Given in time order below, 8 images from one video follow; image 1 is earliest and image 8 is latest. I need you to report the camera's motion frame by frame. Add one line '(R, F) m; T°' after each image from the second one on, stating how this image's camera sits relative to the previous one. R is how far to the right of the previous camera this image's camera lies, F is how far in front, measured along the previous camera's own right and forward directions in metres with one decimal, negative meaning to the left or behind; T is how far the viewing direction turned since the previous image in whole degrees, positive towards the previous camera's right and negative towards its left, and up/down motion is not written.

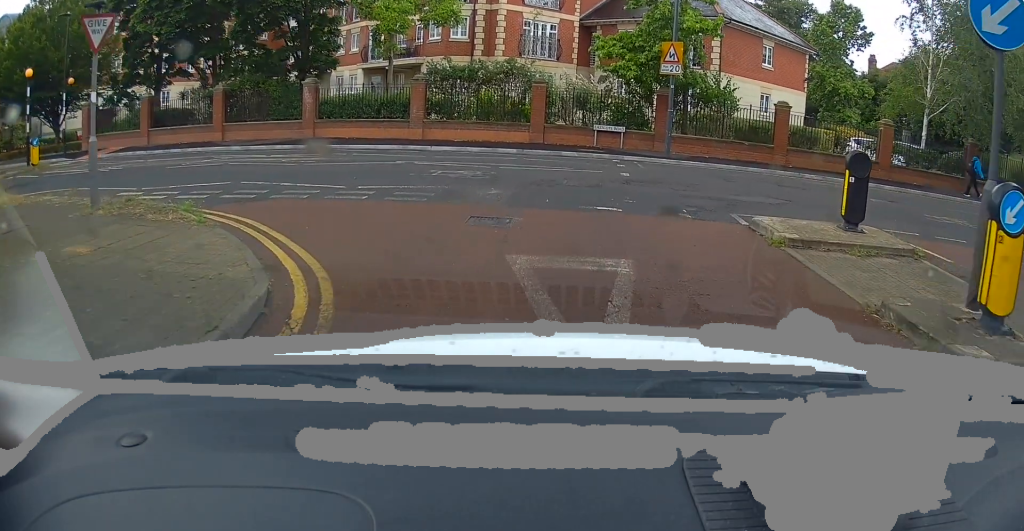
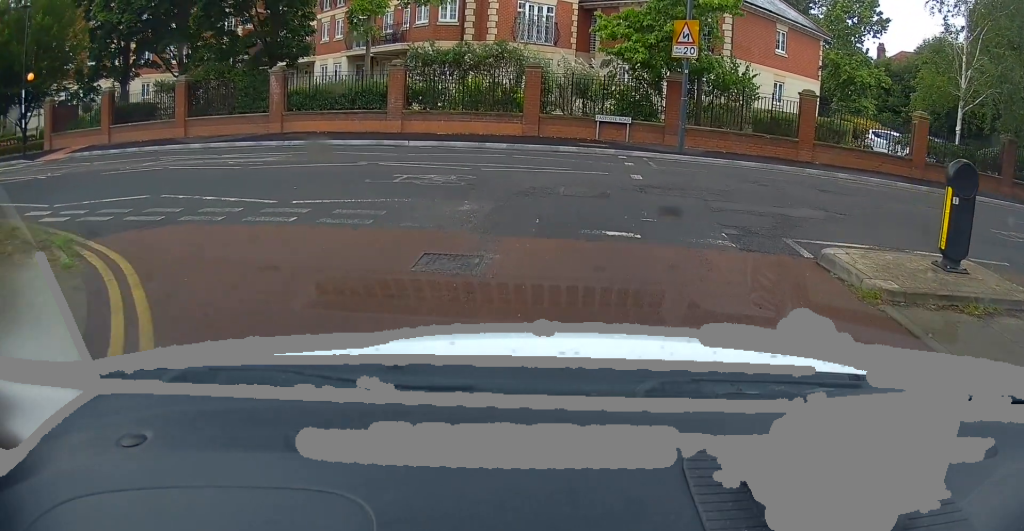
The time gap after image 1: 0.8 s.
(0.0, +2.3) m; +1°
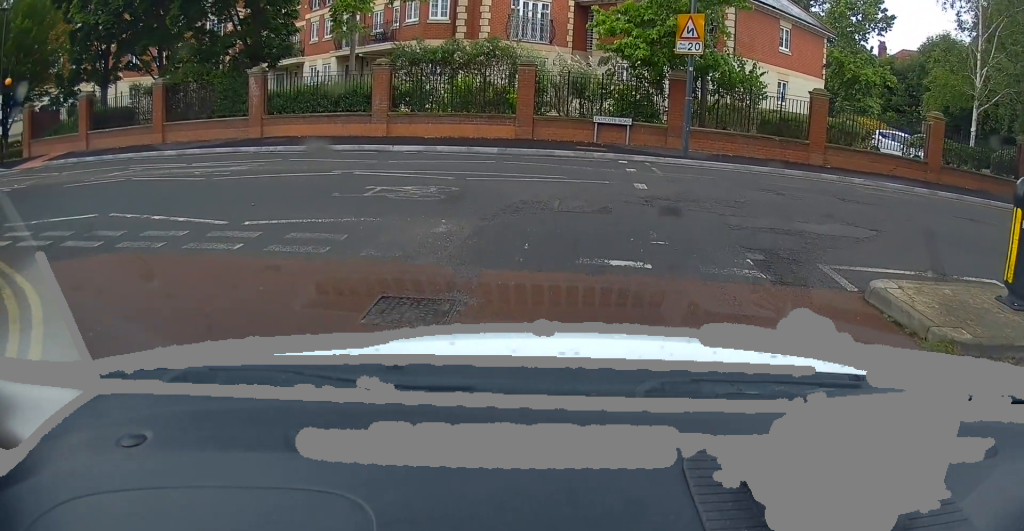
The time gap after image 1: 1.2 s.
(-0.1, +1.1) m; +1°
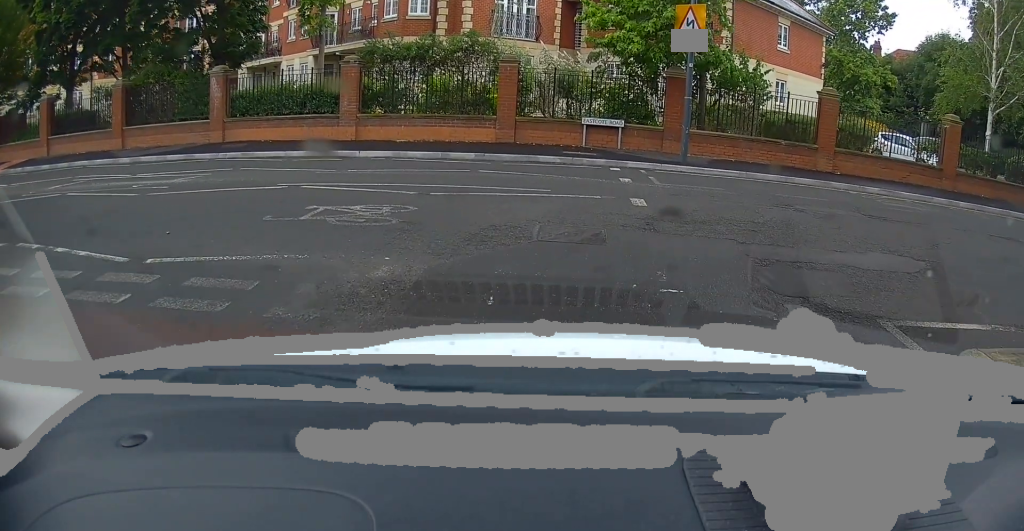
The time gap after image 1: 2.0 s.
(+0.1, +1.6) m; +4°
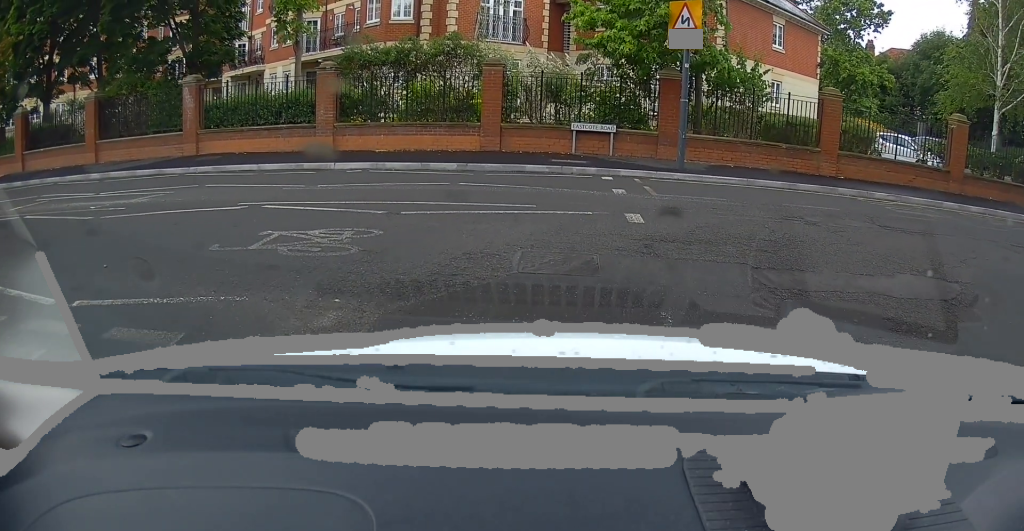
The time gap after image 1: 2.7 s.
(0.0, +0.8) m; +1°
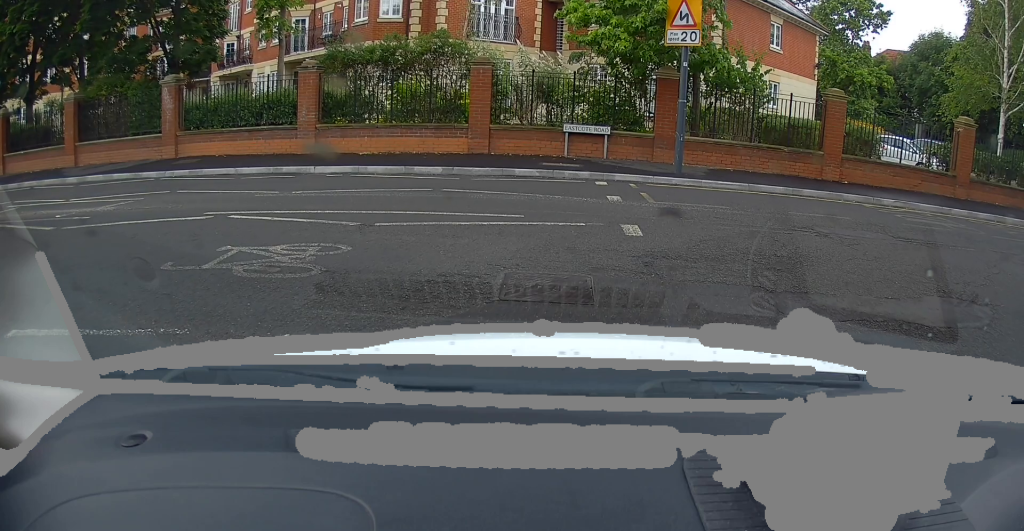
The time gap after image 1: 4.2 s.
(-0.2, +0.2) m; 0°
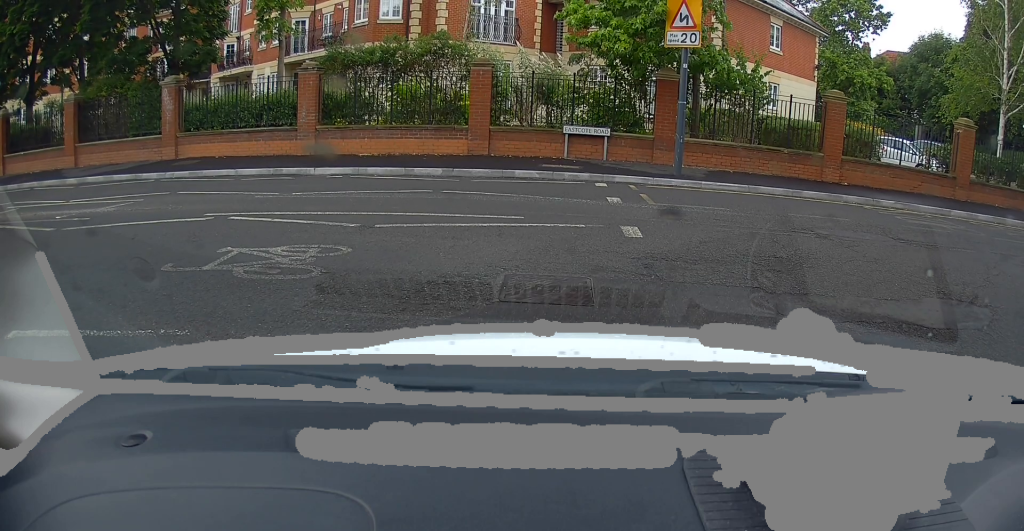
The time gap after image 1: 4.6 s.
(0.0, 0.0) m; 0°
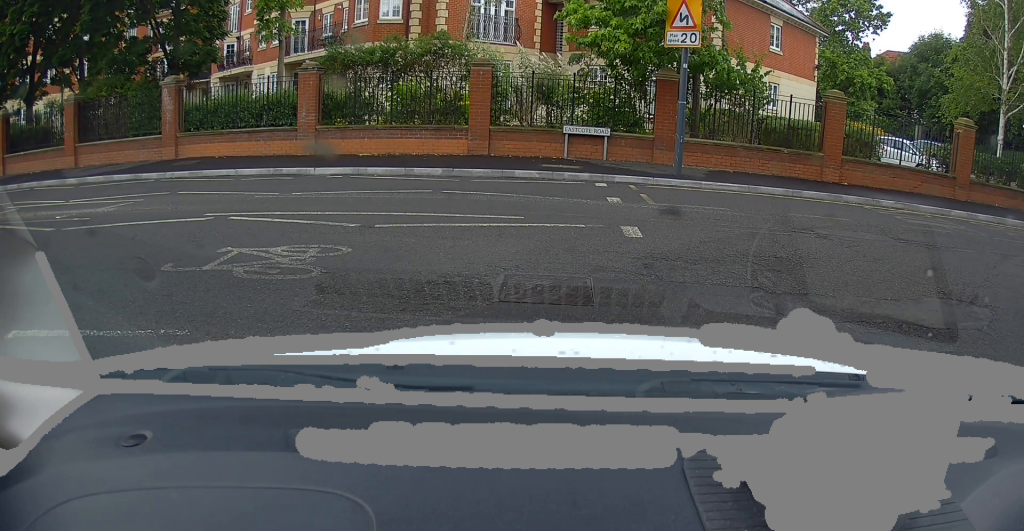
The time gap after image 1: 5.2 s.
(0.0, 0.0) m; 0°
